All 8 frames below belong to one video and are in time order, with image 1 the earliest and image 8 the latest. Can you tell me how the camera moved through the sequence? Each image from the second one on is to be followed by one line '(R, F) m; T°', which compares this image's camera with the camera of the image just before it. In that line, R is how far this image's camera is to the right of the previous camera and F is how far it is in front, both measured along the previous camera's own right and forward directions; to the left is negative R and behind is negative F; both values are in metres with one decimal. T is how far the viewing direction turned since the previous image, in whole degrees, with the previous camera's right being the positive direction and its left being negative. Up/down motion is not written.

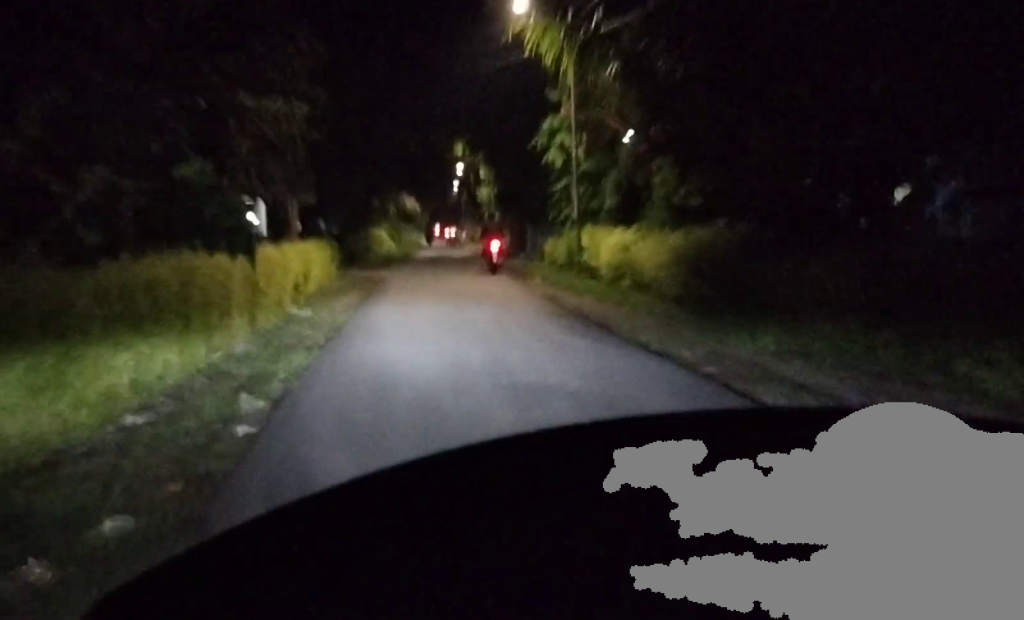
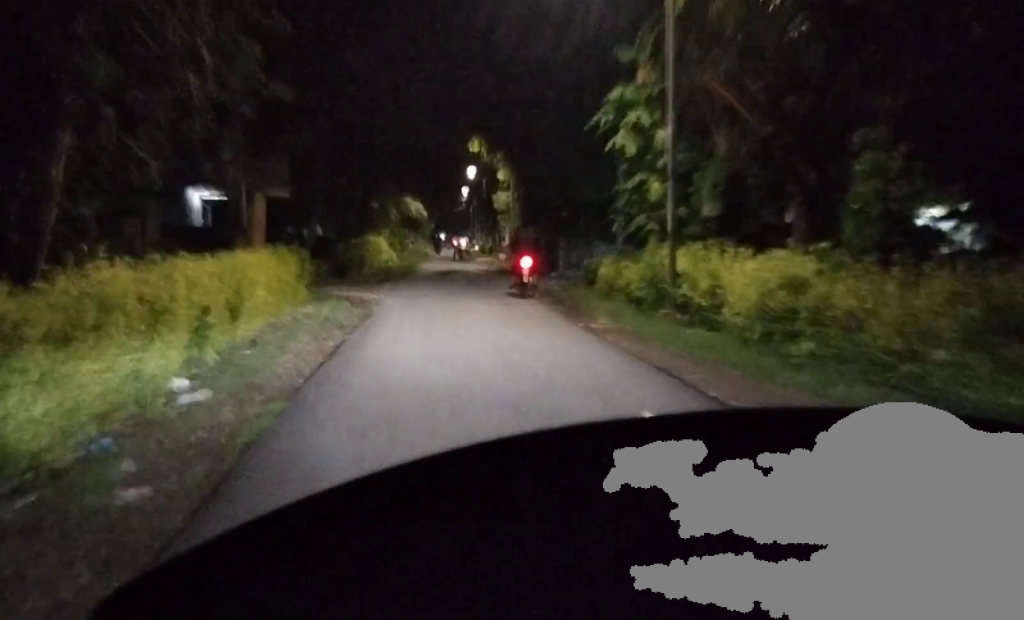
(+0.1, +7.1) m; +1°
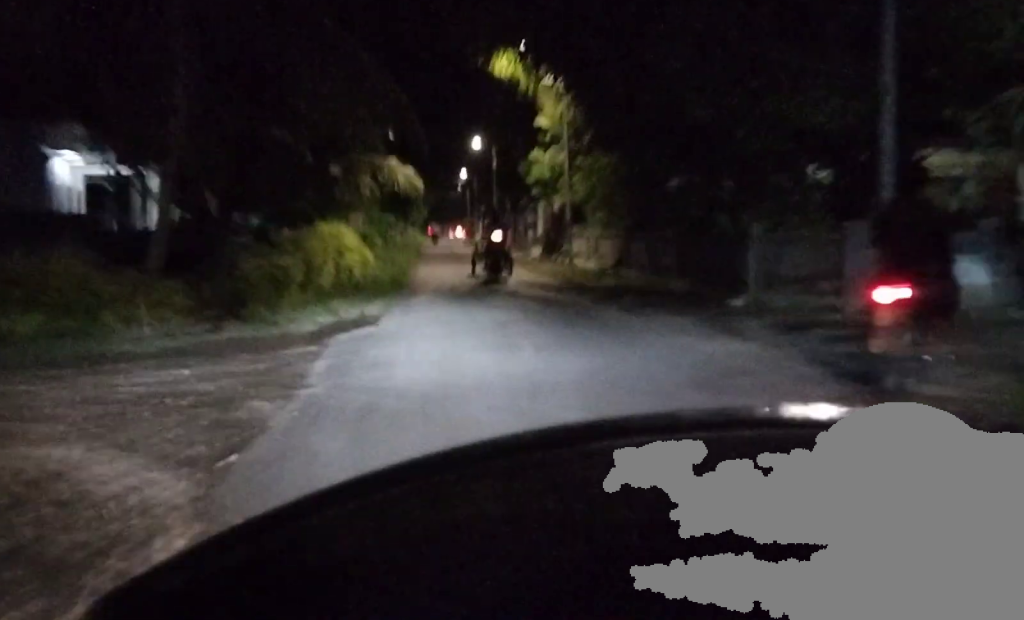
(+0.1, +18.2) m; +1°
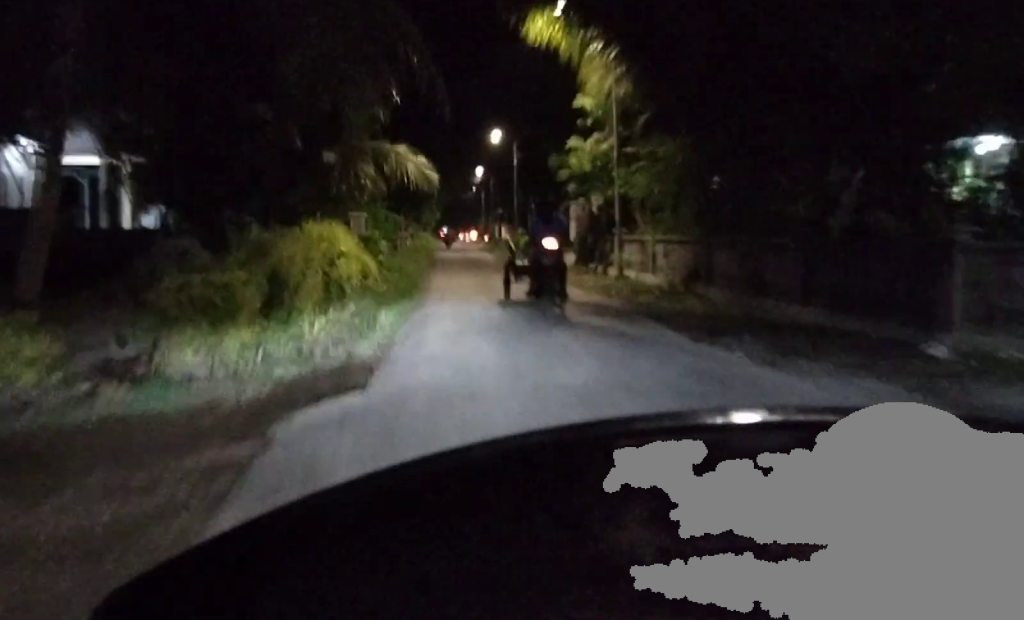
(0.0, +4.6) m; 0°
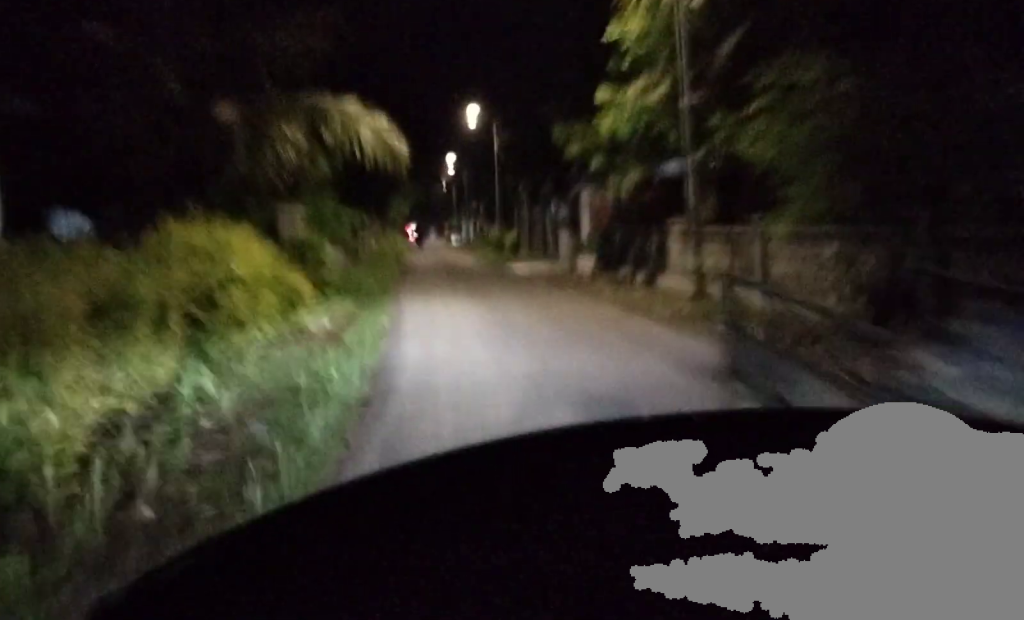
(0.0, +8.5) m; +1°
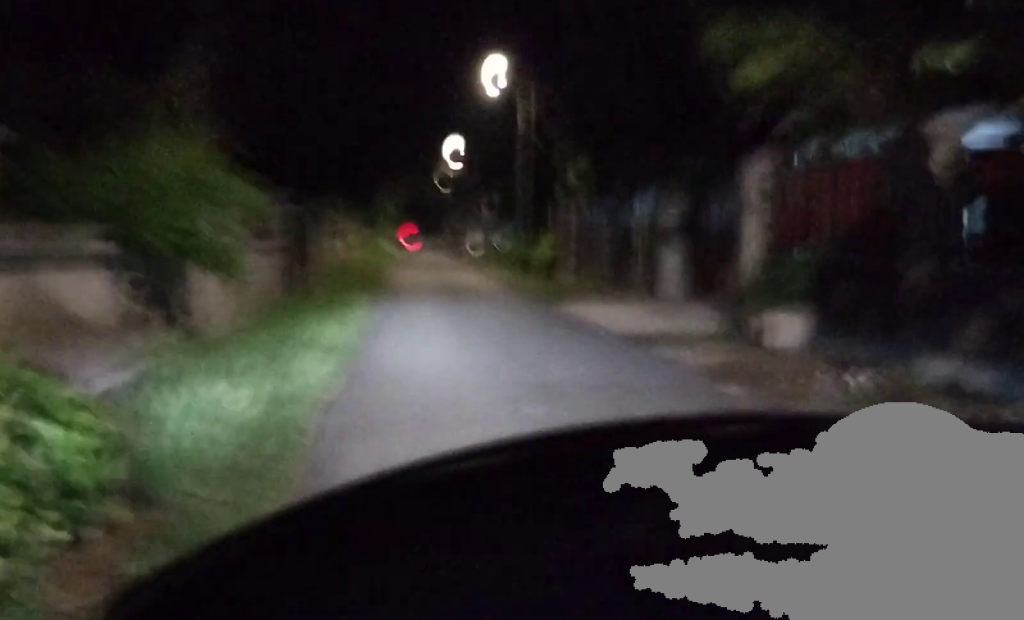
(-0.2, +11.6) m; -3°
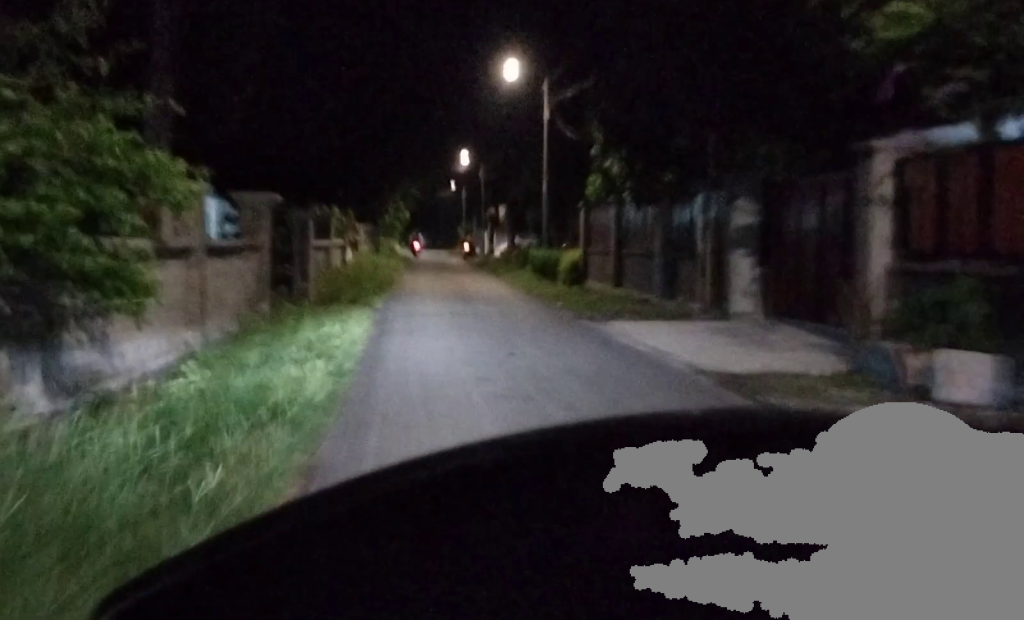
(-0.2, +3.5) m; 0°
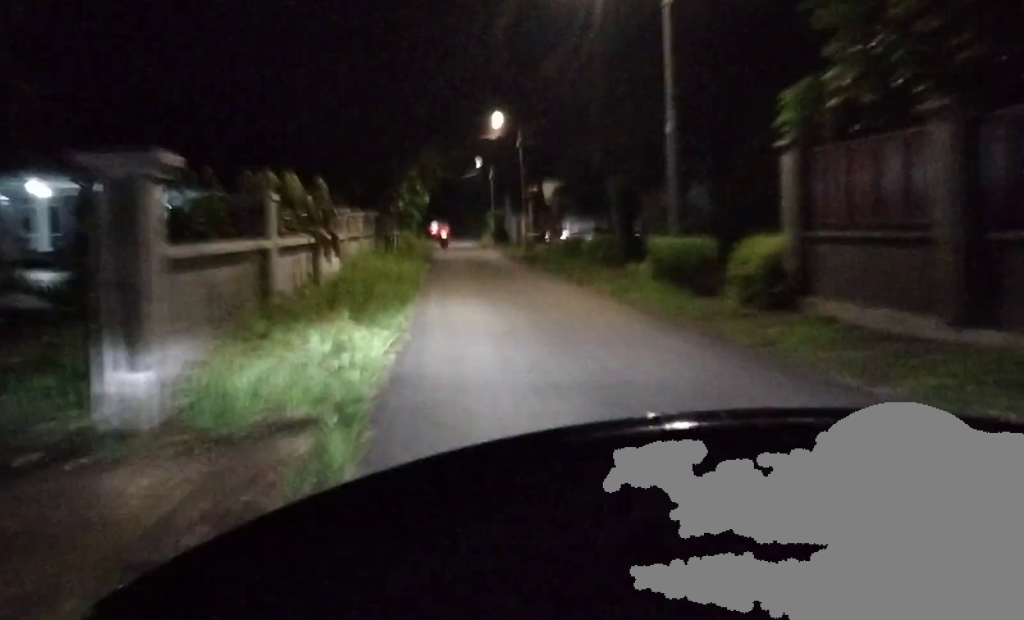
(+0.4, +11.2) m; +2°
